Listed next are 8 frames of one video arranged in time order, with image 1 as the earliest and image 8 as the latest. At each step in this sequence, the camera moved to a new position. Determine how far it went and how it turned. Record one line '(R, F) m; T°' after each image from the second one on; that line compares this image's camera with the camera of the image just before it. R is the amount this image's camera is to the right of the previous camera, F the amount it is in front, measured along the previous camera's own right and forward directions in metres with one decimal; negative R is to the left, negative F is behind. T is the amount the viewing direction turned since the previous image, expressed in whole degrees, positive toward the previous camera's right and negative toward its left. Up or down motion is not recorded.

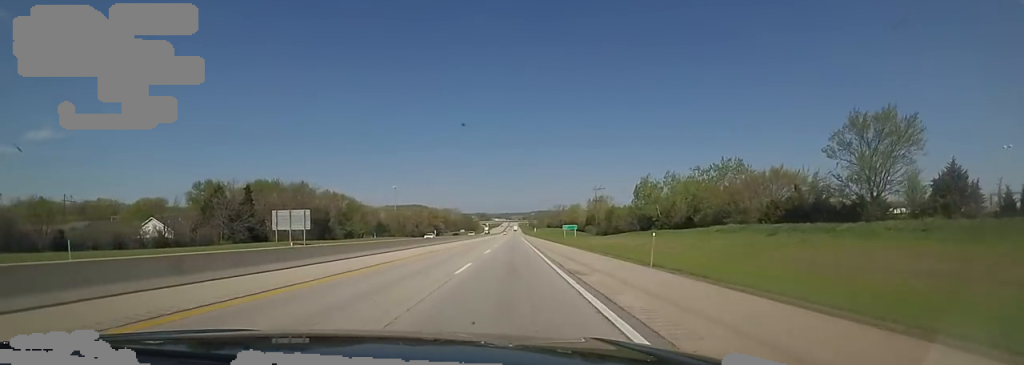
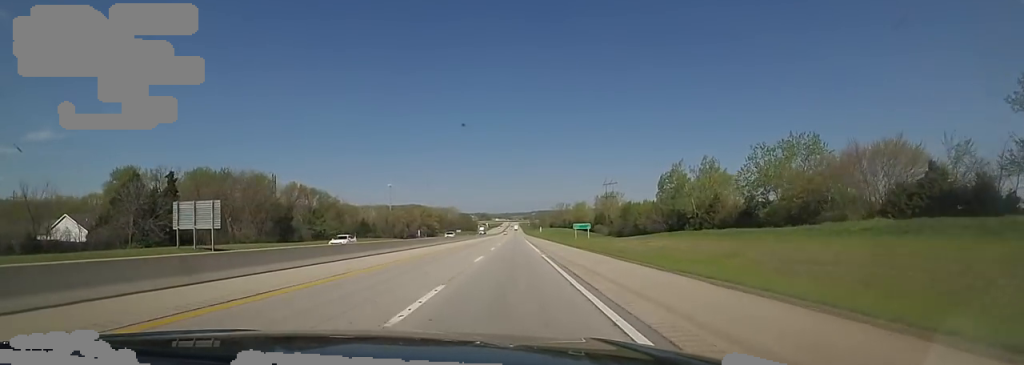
(+0.2, +24.1) m; +1°
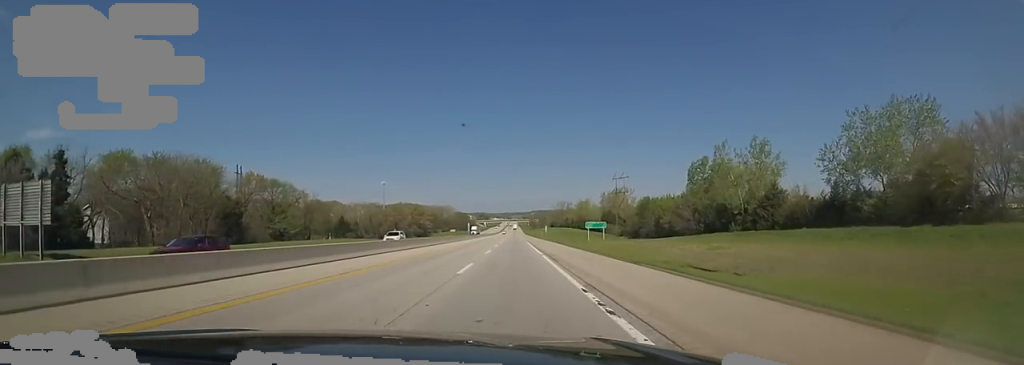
(+0.8, +21.7) m; 0°
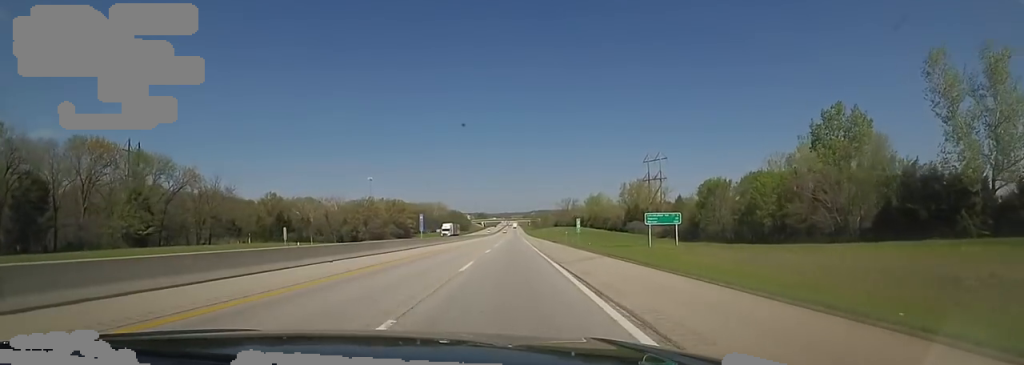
(-1.4, +44.3) m; -2°
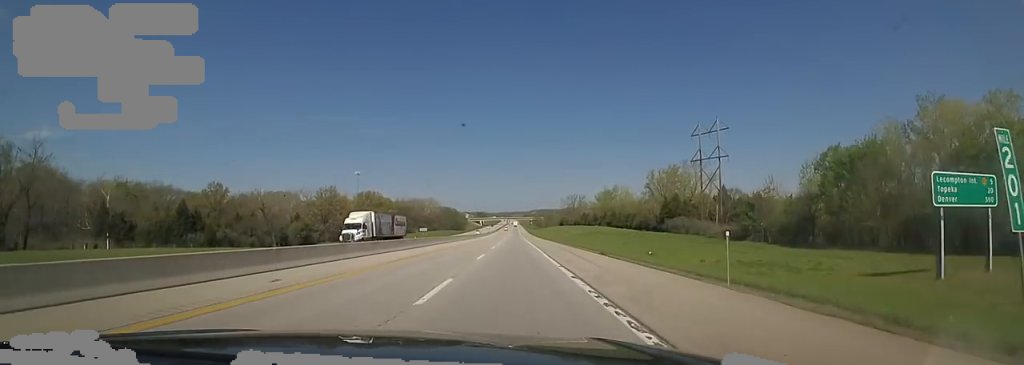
(0.0, +38.2) m; 0°
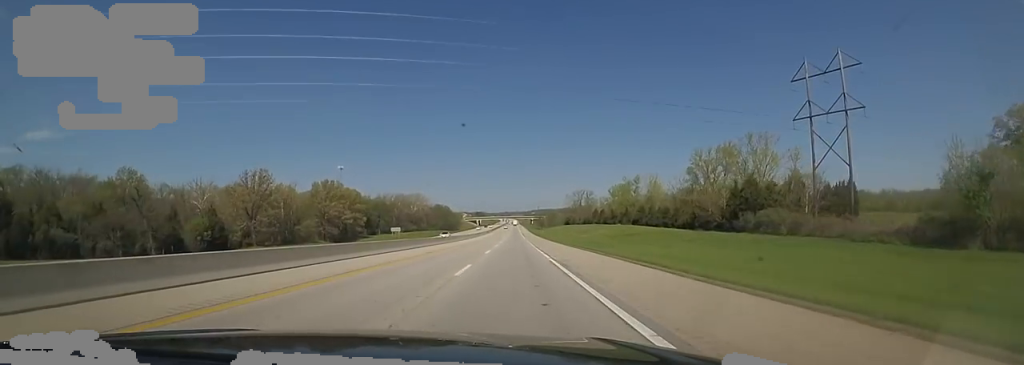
(0.0, +39.3) m; 0°
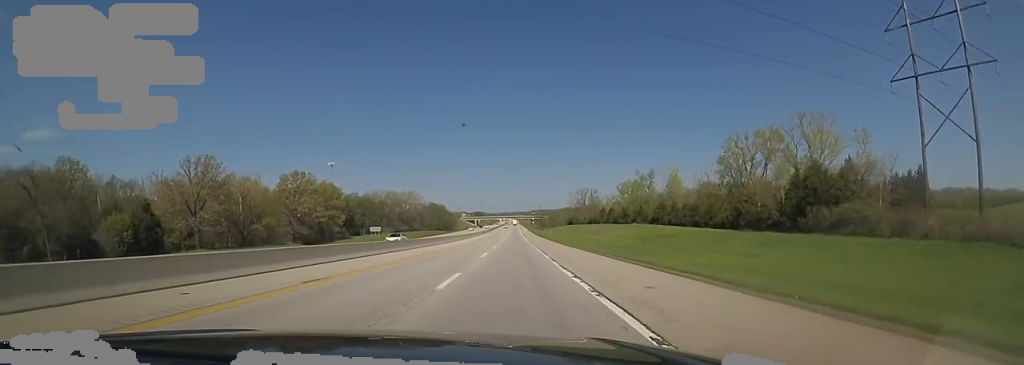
(0.0, +19.0) m; 0°
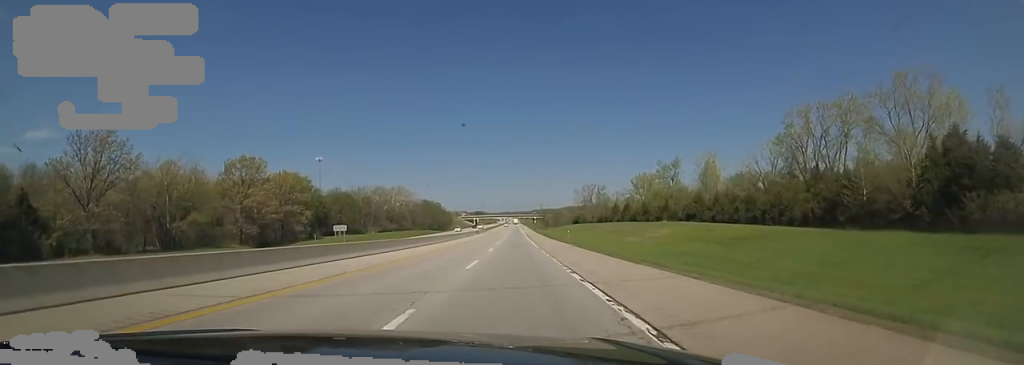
(0.0, +23.8) m; 0°
